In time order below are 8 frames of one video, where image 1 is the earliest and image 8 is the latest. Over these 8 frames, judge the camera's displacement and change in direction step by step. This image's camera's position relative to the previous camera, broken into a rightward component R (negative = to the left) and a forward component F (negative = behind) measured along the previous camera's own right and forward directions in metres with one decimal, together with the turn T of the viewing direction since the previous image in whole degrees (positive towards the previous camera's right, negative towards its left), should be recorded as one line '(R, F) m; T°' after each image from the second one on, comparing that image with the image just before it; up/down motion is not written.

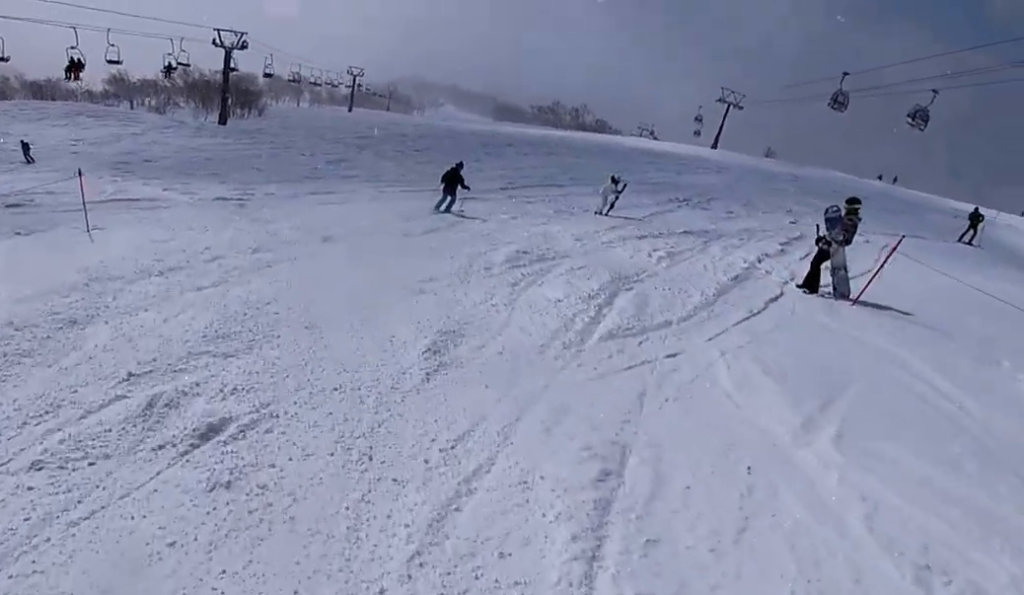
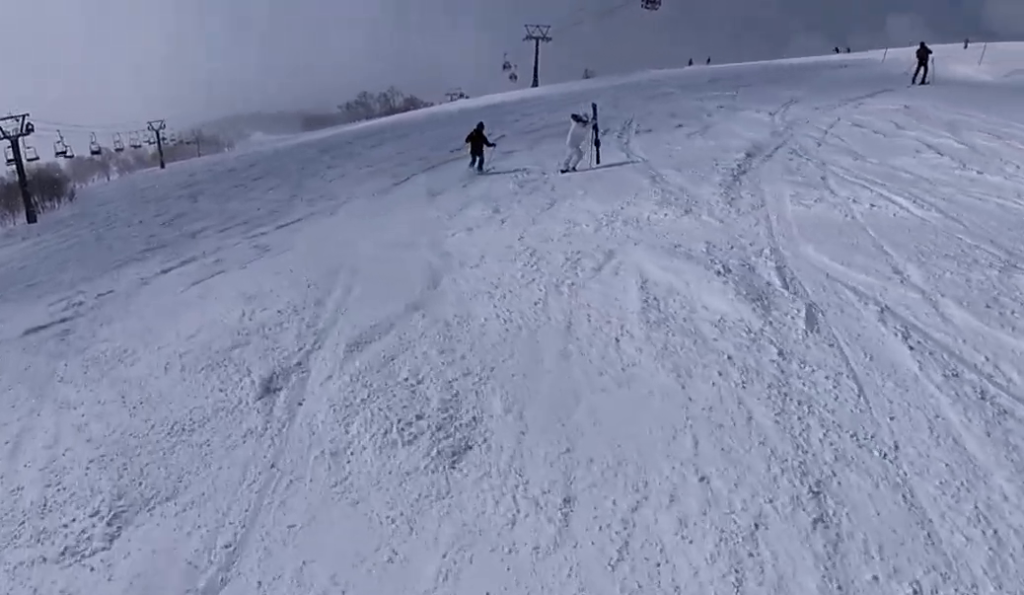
(+0.7, +7.2) m; +11°
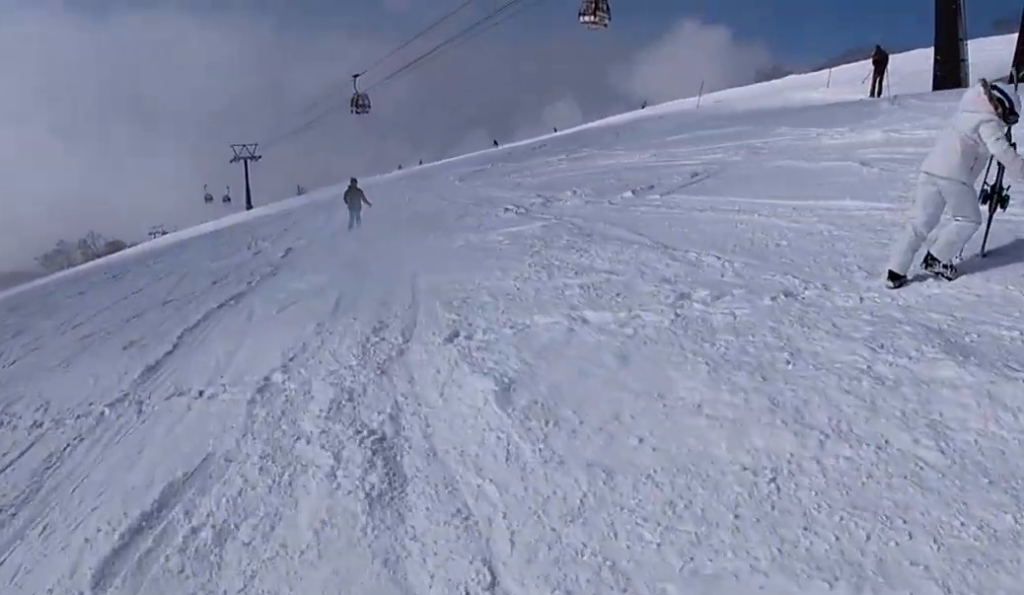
(+2.3, +13.0) m; +17°
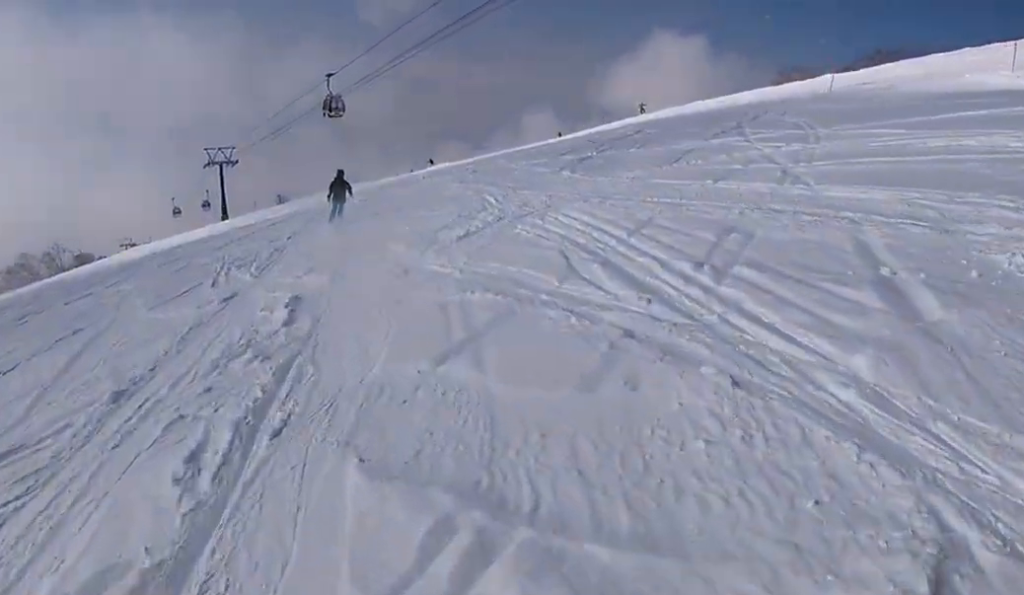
(+0.3, +11.2) m; +3°
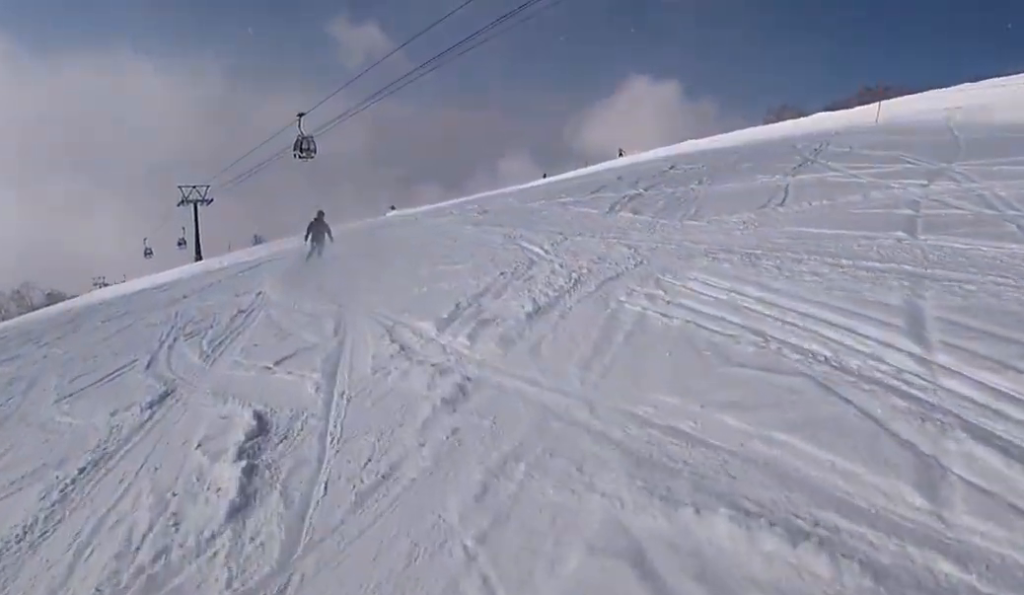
(0.0, +4.0) m; +5°
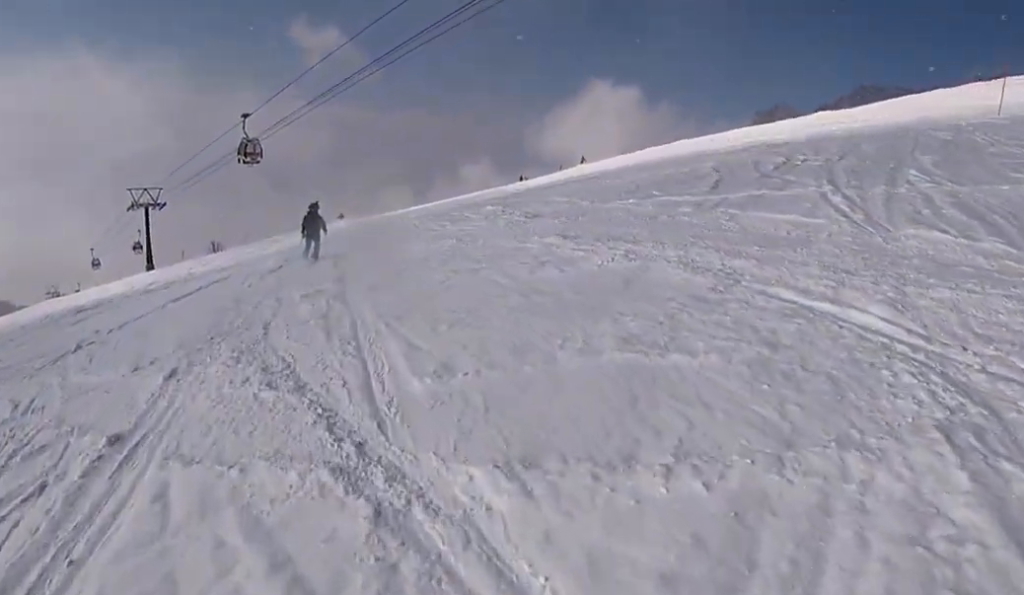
(+0.2, +6.5) m; +8°
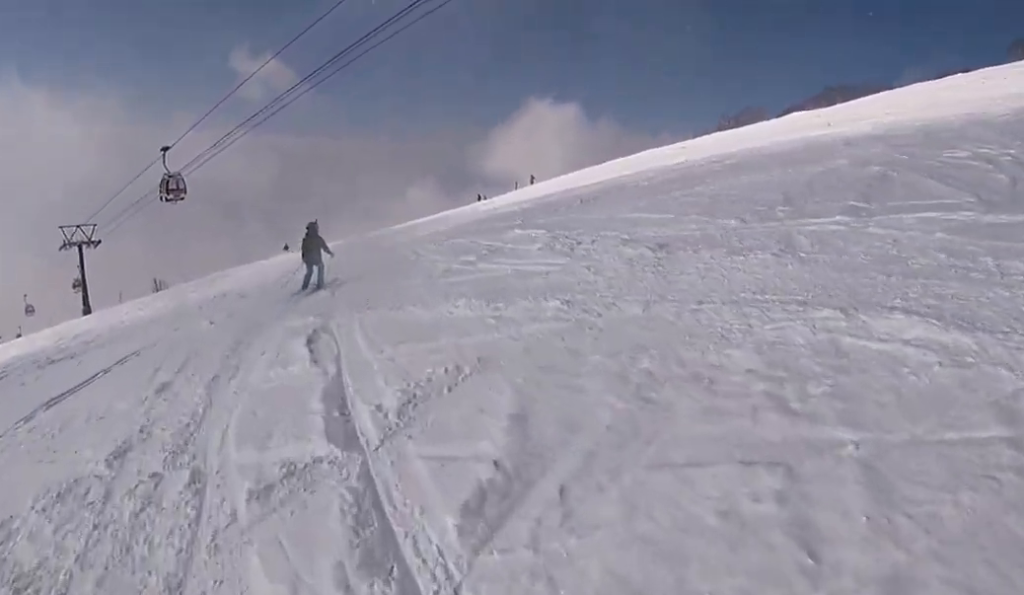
(+0.9, +5.7) m; +7°
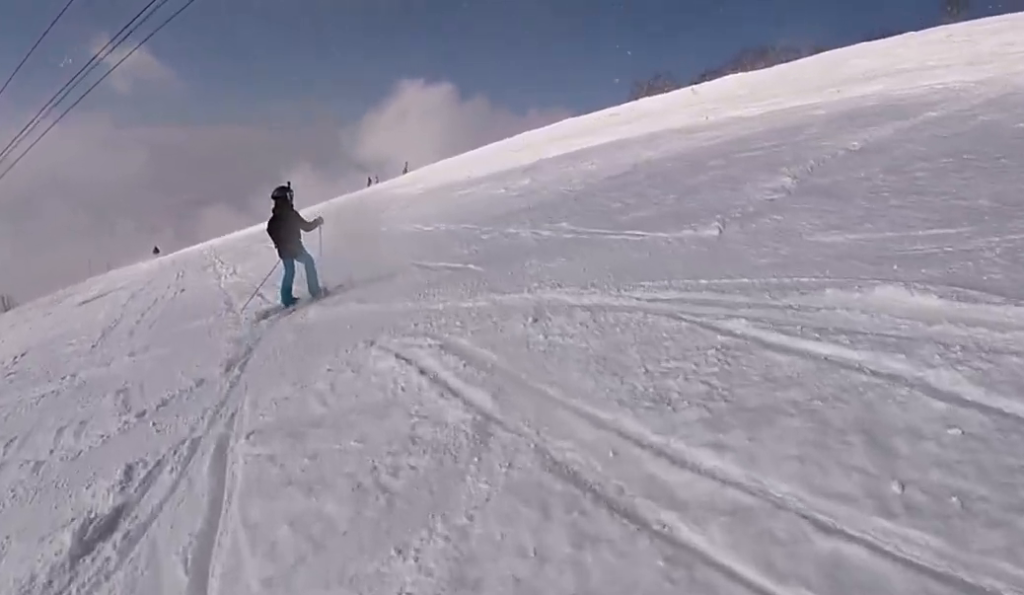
(+0.2, +8.8) m; +9°
